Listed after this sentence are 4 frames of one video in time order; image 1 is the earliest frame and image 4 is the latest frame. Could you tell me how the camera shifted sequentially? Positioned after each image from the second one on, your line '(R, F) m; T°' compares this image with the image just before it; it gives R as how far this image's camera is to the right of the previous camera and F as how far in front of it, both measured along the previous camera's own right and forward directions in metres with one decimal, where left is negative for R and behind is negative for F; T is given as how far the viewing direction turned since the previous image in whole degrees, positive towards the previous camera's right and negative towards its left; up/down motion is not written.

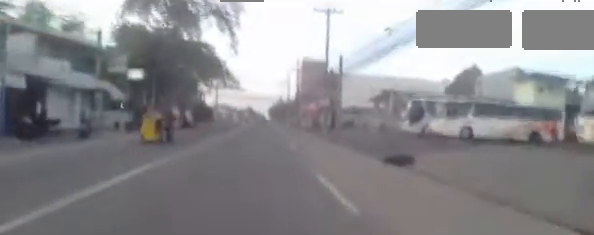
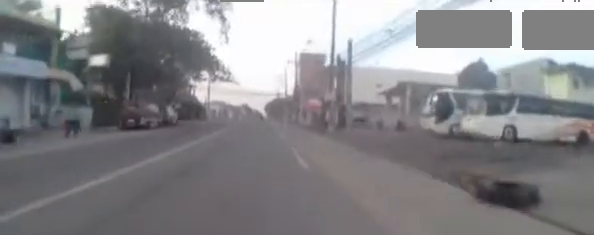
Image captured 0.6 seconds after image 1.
(+0.1, +5.3) m; +1°
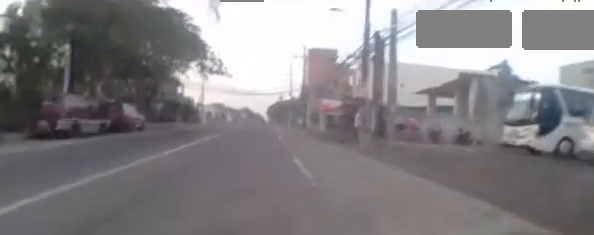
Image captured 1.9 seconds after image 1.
(0.0, +10.6) m; 0°
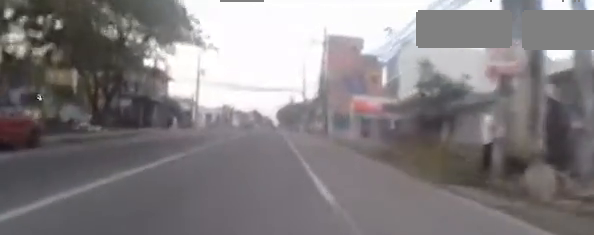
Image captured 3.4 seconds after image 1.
(0.0, +12.6) m; -3°
